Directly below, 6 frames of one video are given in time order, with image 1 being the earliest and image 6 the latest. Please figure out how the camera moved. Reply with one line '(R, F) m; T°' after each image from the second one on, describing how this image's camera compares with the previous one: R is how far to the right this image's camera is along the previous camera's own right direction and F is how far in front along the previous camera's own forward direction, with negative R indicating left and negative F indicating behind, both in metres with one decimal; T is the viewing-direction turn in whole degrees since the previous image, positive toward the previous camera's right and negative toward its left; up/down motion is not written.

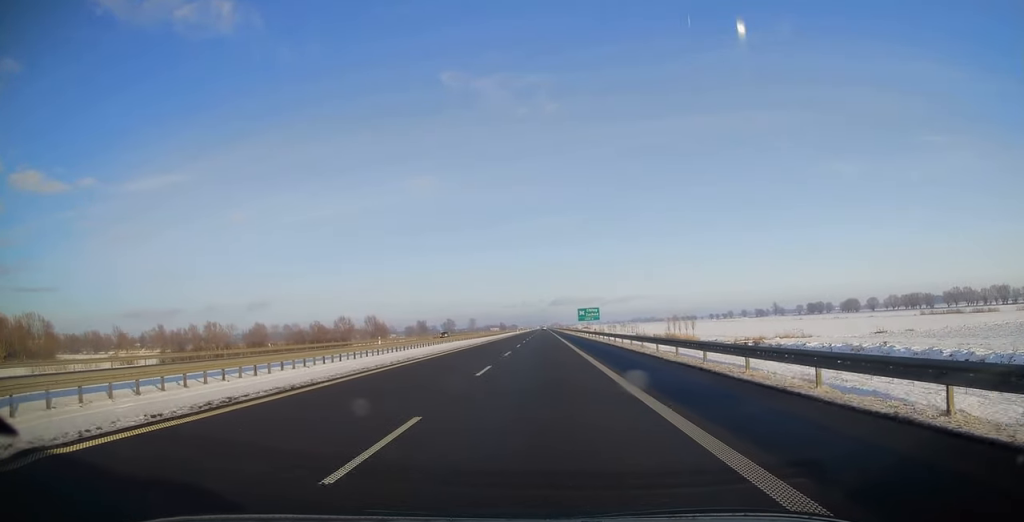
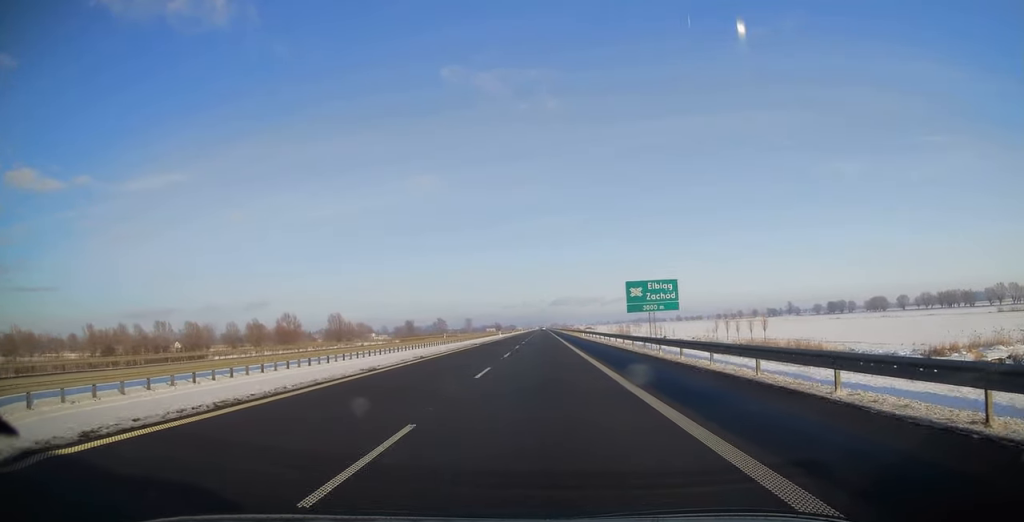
(0.0, +60.5) m; -1°
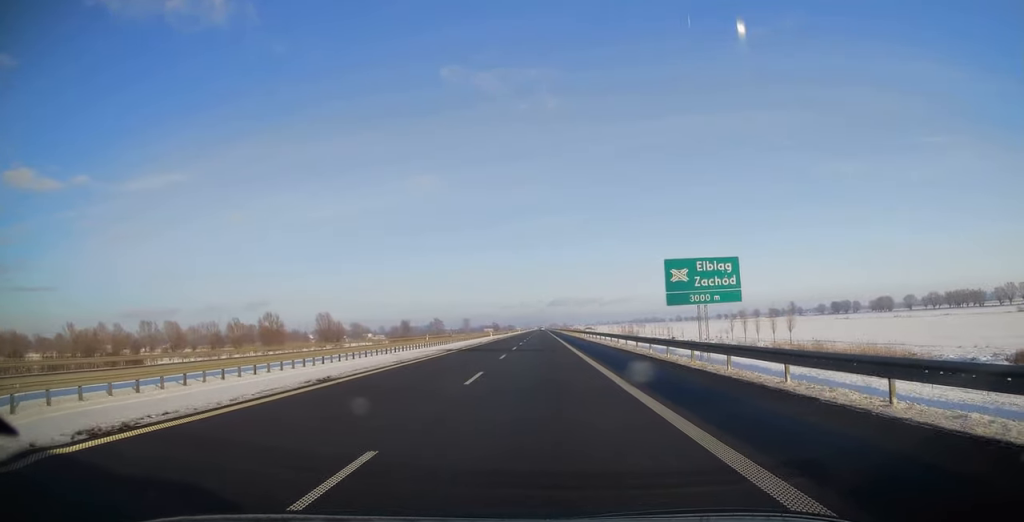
(0.0, +13.8) m; 0°
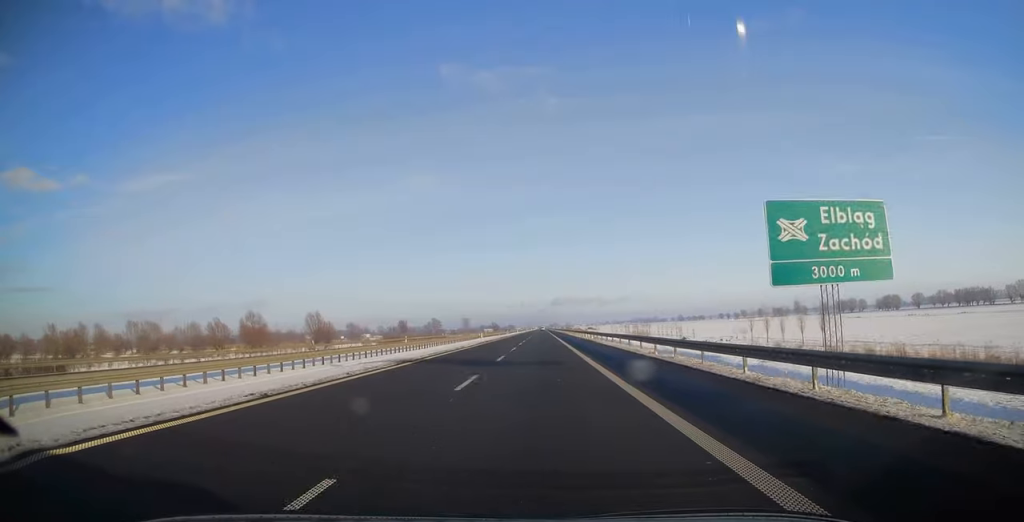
(-0.1, +13.3) m; 0°
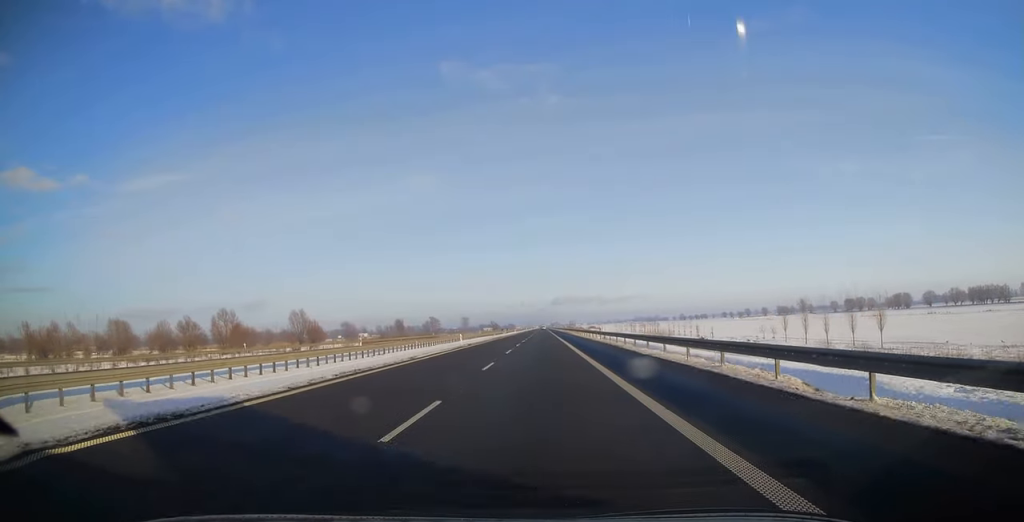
(+0.2, +18.1) m; 0°
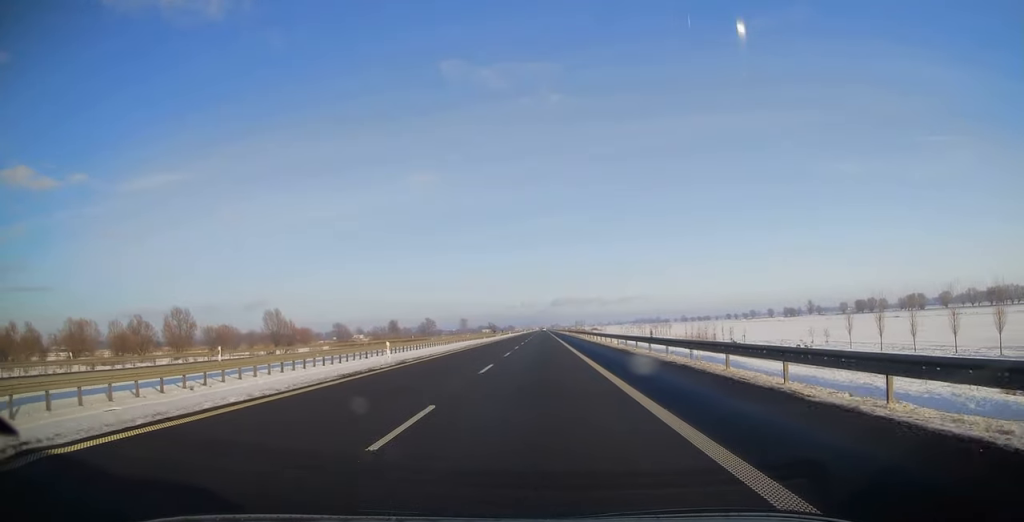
(+0.2, +24.4) m; 0°
